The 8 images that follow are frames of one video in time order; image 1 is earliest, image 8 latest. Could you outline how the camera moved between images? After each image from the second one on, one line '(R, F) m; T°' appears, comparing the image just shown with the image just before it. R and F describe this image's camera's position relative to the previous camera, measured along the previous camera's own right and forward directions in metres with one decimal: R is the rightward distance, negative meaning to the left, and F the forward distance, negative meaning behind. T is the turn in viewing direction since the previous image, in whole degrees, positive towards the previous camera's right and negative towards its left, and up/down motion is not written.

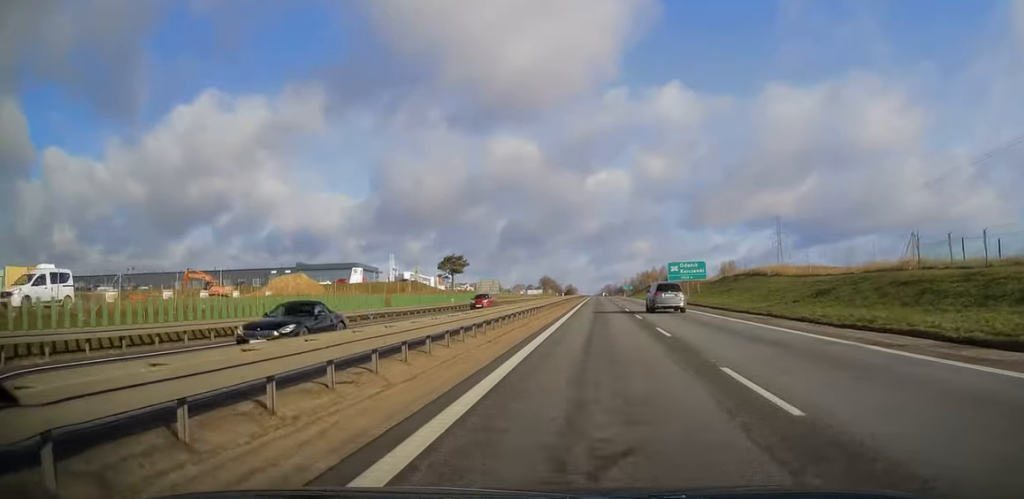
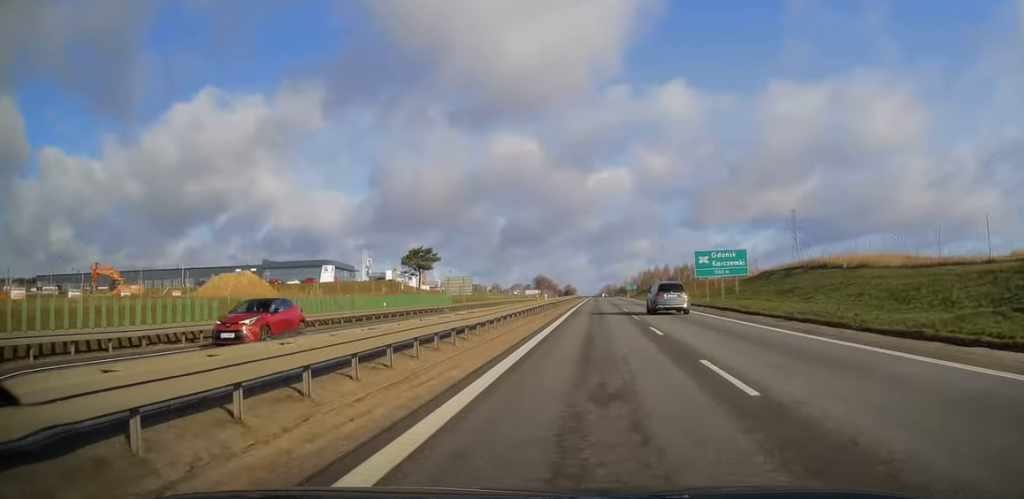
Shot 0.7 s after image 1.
(+0.1, +22.6) m; 0°
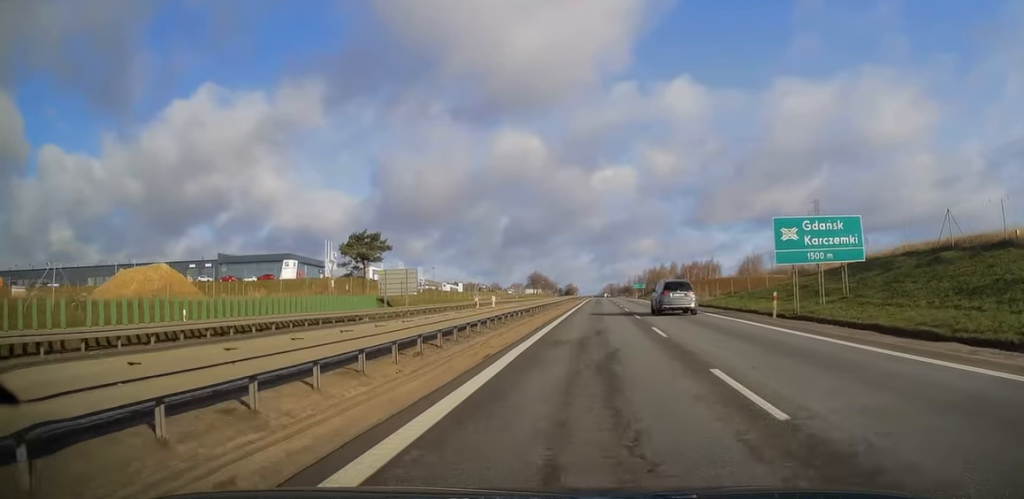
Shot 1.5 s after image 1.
(-0.1, +25.5) m; 0°
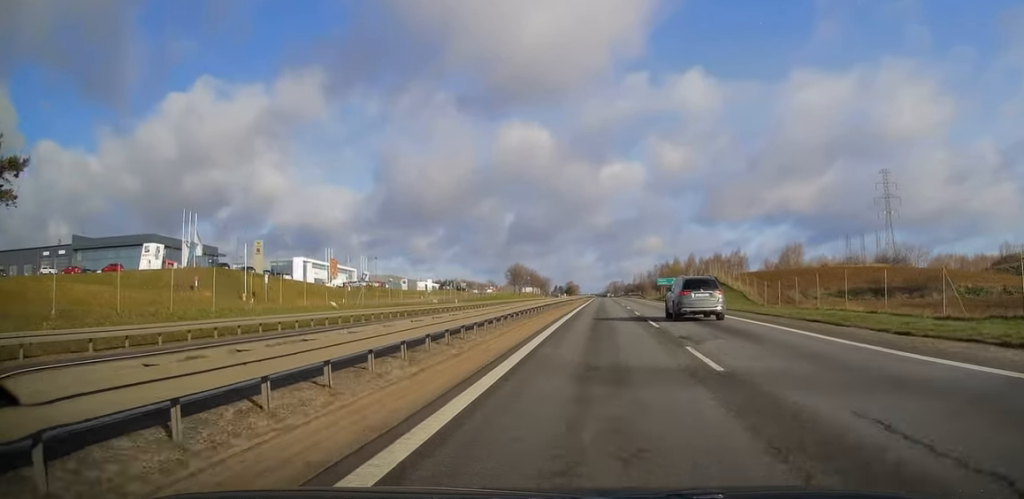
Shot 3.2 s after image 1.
(-0.1, +55.9) m; 0°
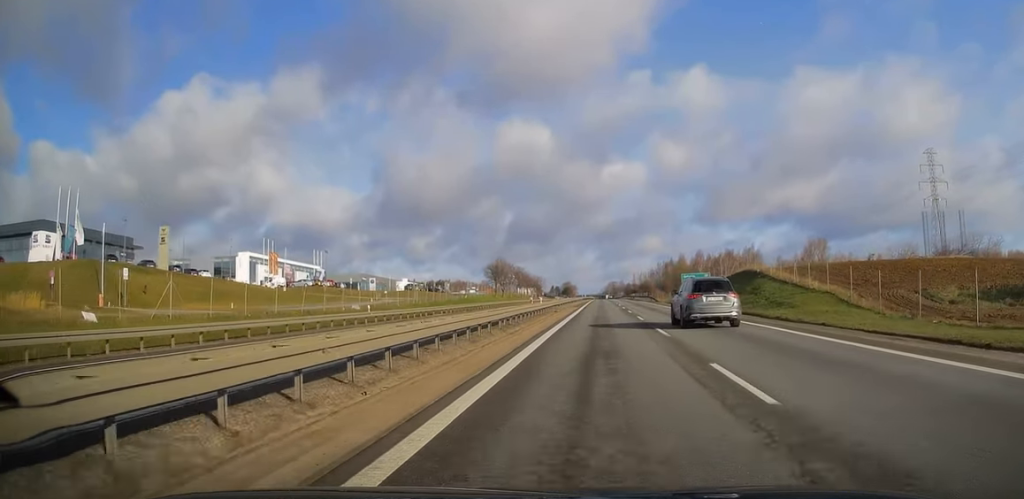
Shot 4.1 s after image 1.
(0.0, +27.0) m; 0°
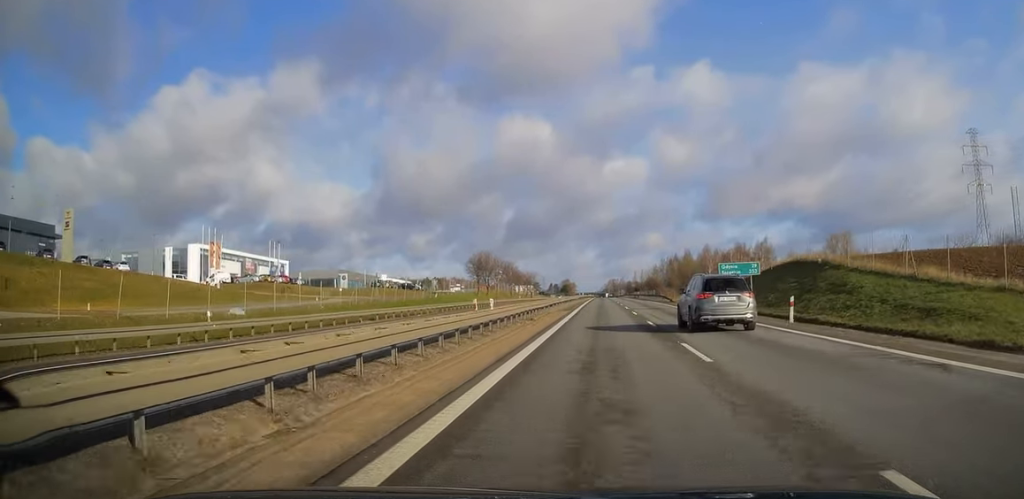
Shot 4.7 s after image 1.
(0.0, +19.5) m; 0°
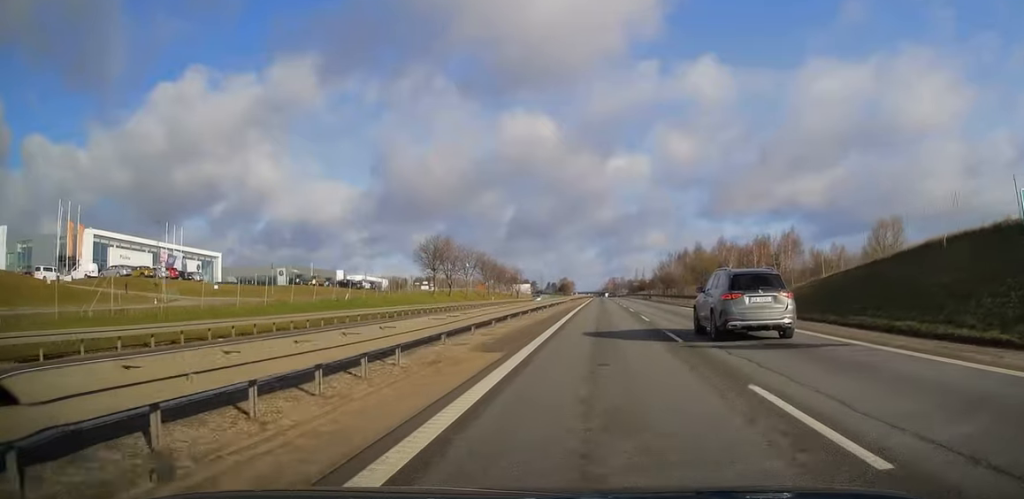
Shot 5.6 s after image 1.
(0.0, +31.6) m; 0°
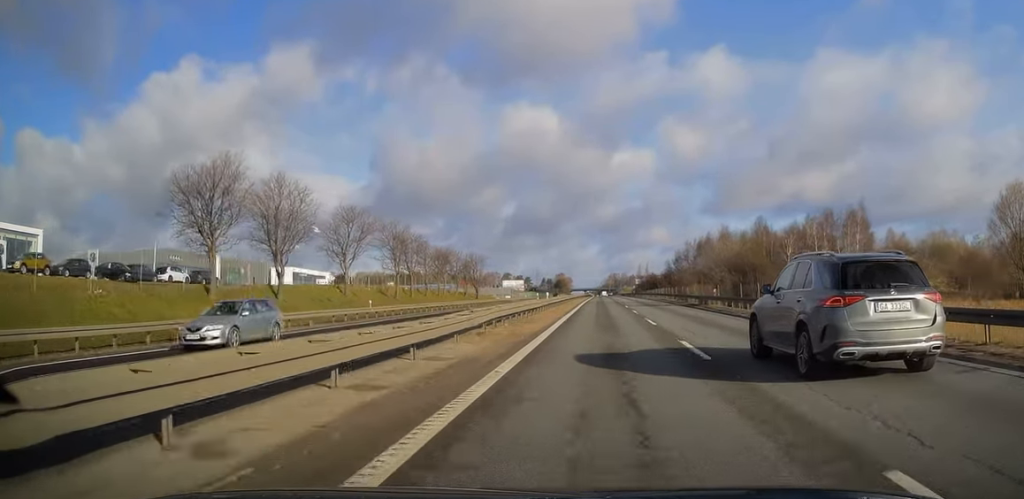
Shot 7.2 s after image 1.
(+0.1, +52.0) m; 0°
